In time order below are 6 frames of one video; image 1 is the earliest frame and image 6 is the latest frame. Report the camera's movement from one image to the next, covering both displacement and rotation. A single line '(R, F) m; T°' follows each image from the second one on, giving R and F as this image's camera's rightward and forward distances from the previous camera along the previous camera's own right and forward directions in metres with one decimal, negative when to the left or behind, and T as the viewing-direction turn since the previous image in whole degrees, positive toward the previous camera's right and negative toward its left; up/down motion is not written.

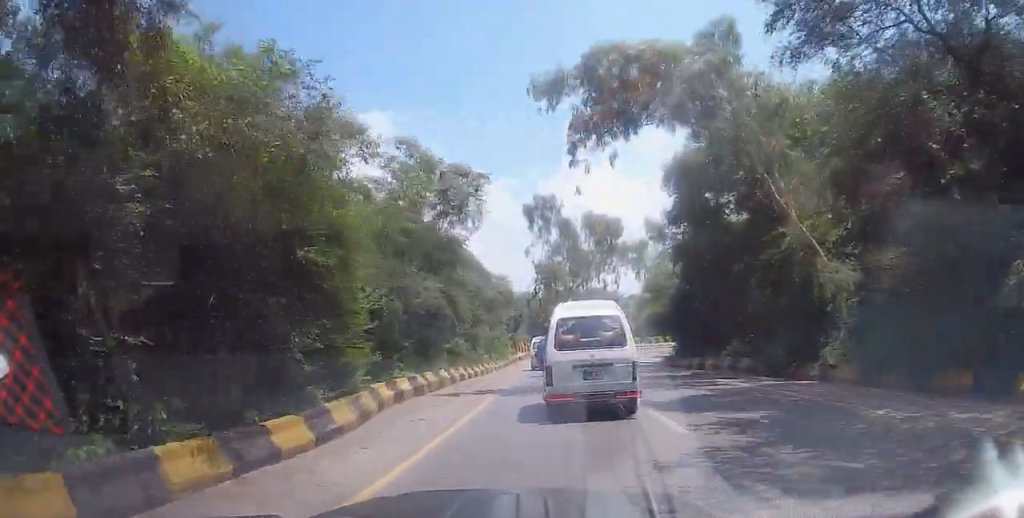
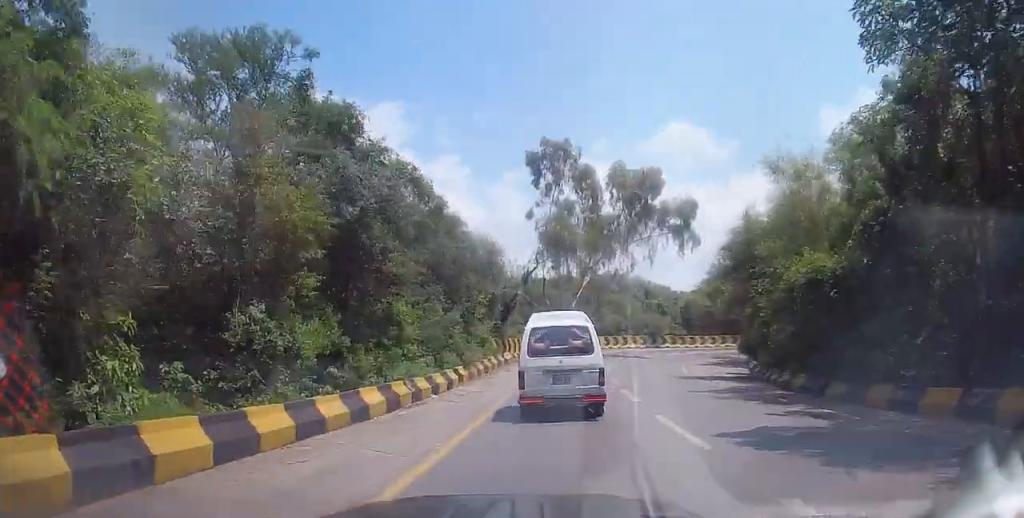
(-0.5, +19.3) m; -2°
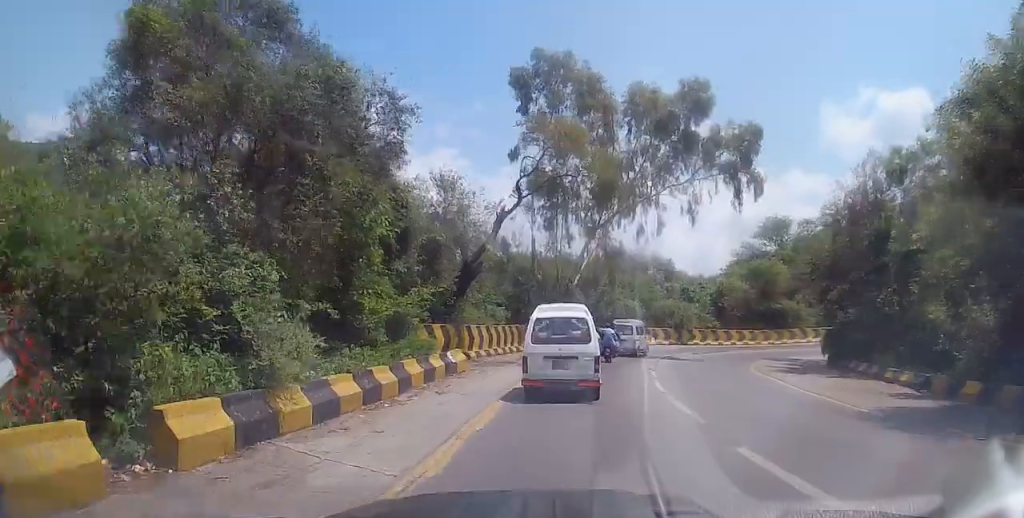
(+0.6, +16.3) m; +2°
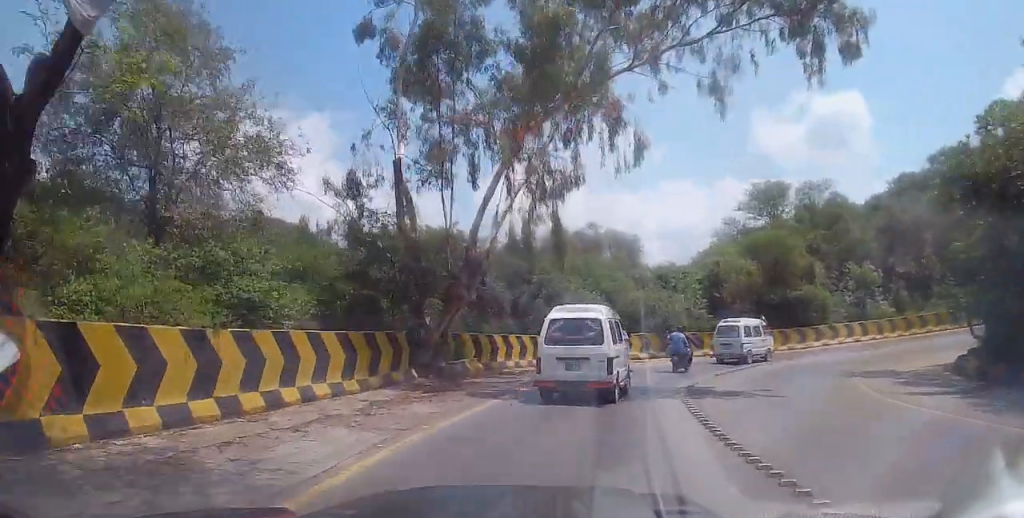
(+1.0, +18.3) m; +11°
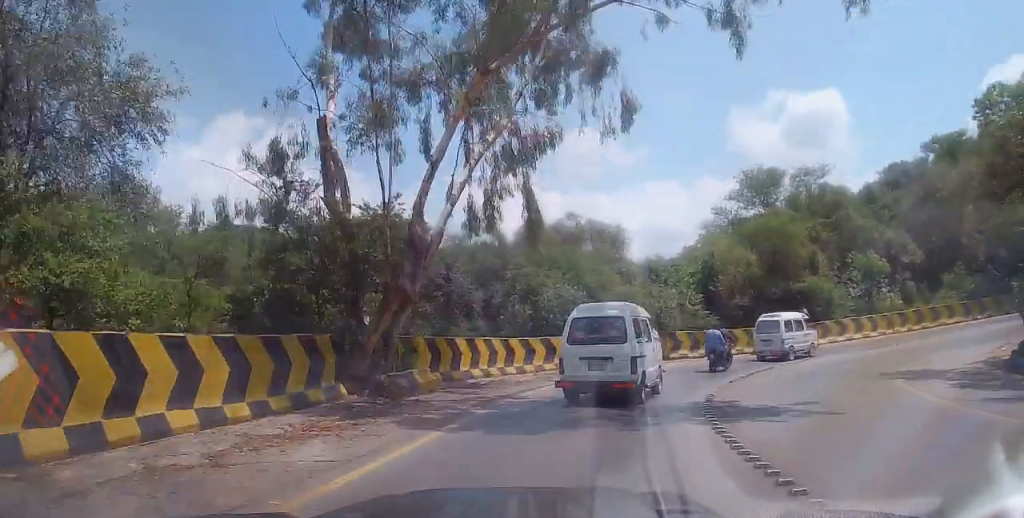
(0.0, +4.2) m; +4°
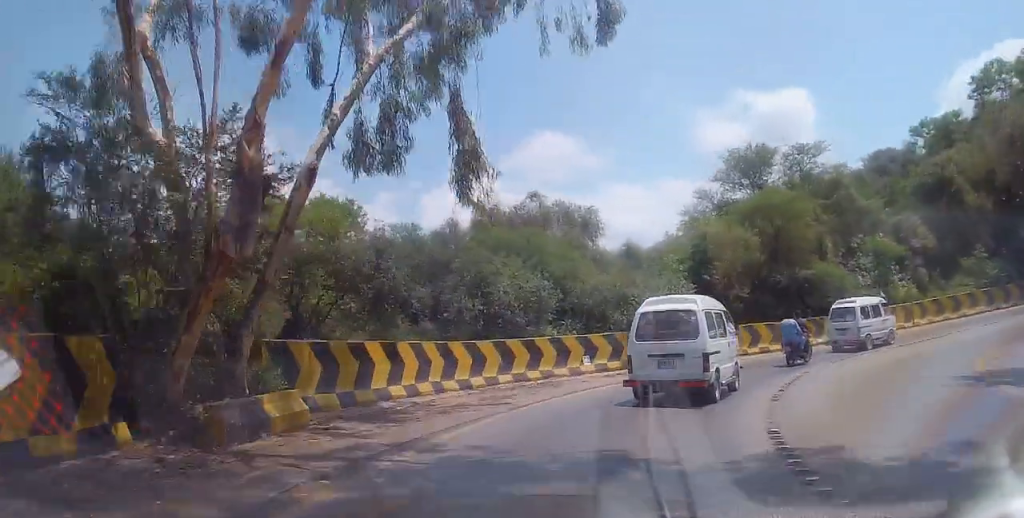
(+0.5, +6.3) m; +3°
